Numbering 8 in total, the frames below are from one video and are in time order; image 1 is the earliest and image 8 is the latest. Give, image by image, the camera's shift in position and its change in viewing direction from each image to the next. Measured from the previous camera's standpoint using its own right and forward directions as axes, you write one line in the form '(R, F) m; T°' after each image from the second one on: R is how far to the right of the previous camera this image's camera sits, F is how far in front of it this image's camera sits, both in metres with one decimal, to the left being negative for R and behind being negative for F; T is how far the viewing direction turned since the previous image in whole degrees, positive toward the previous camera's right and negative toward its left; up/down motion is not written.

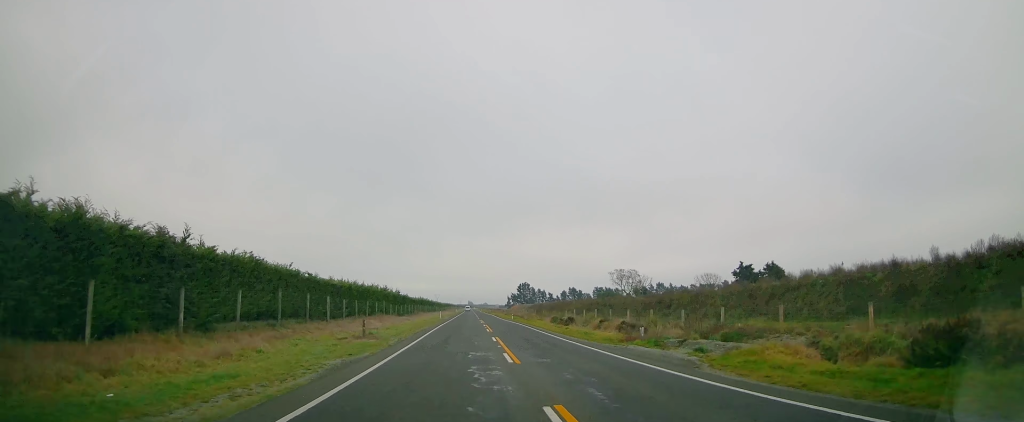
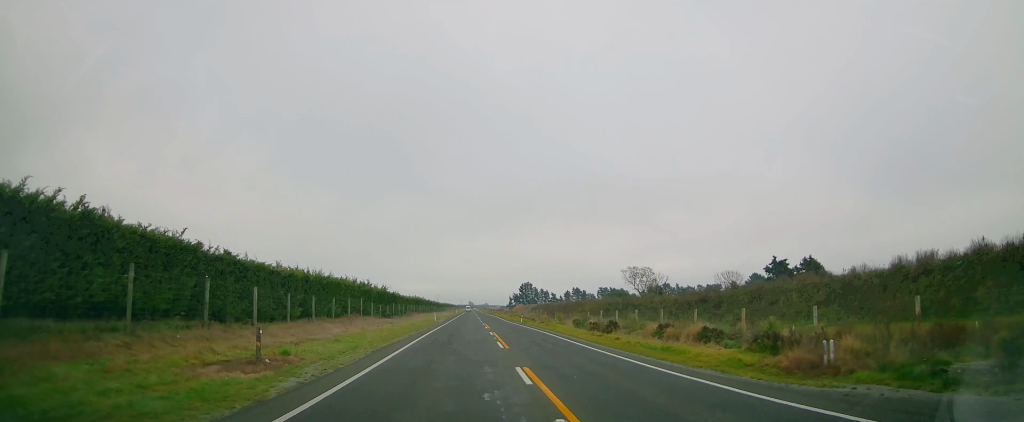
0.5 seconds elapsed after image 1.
(-0.2, +14.0) m; 0°
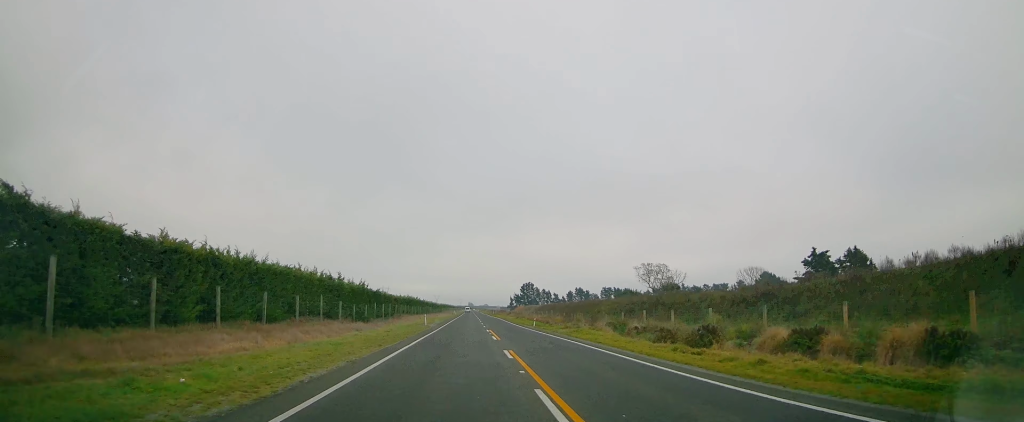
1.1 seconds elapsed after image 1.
(+0.1, +14.1) m; 0°
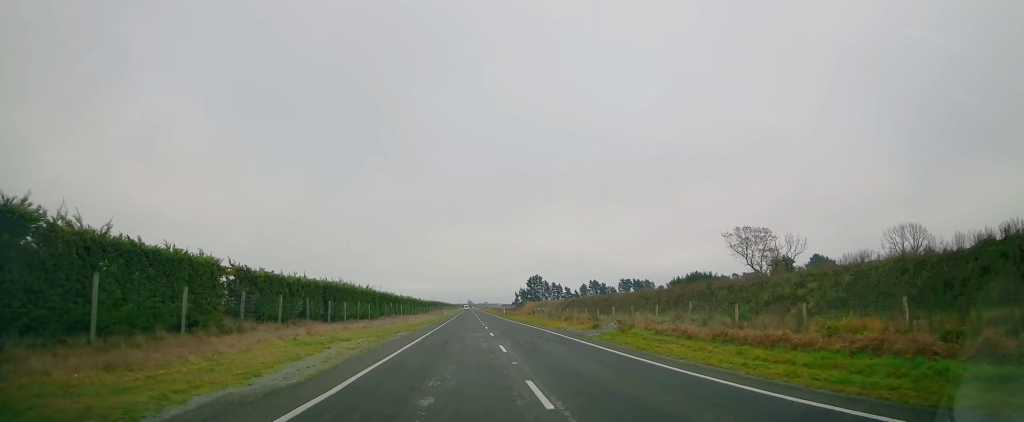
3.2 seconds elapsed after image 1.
(+0.4, +57.6) m; 0°
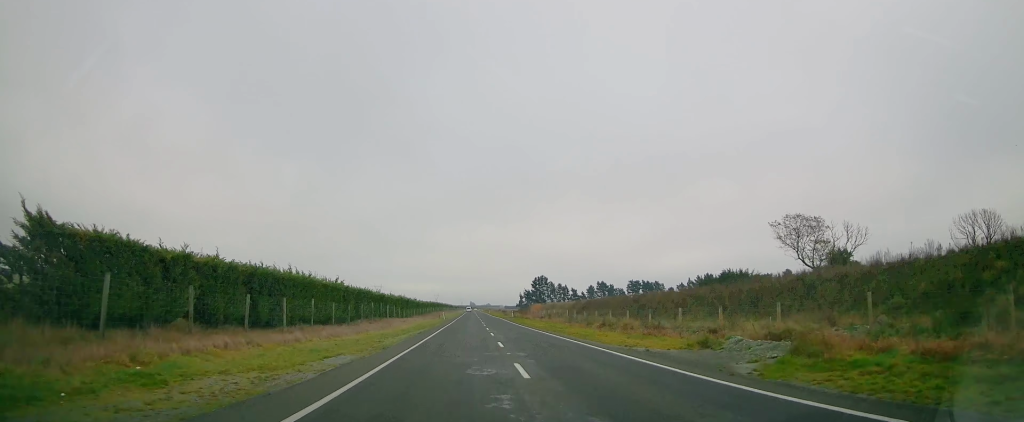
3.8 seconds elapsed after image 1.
(0.0, +15.9) m; 0°
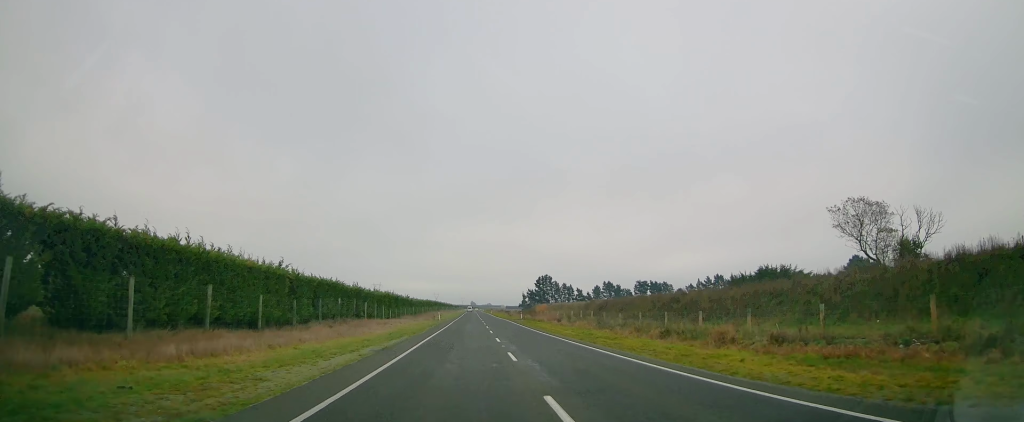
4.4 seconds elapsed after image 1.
(0.0, +15.0) m; 0°
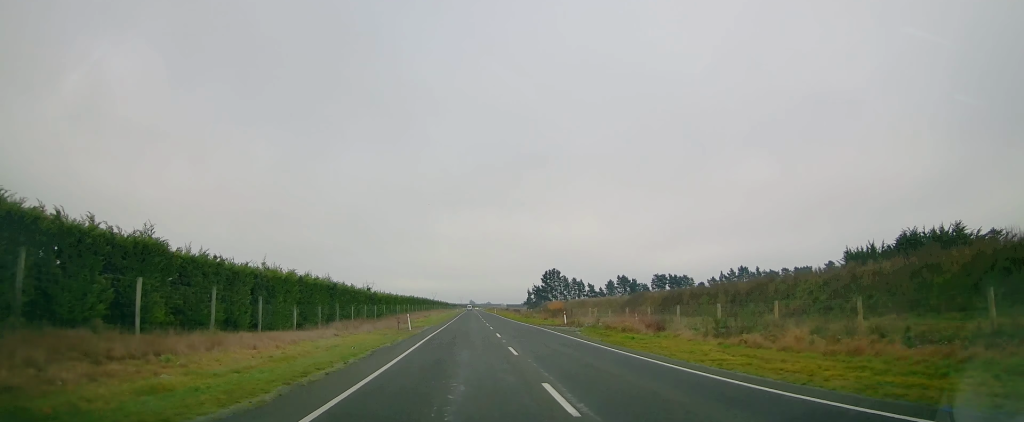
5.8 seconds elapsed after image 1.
(-0.2, +37.7) m; 0°
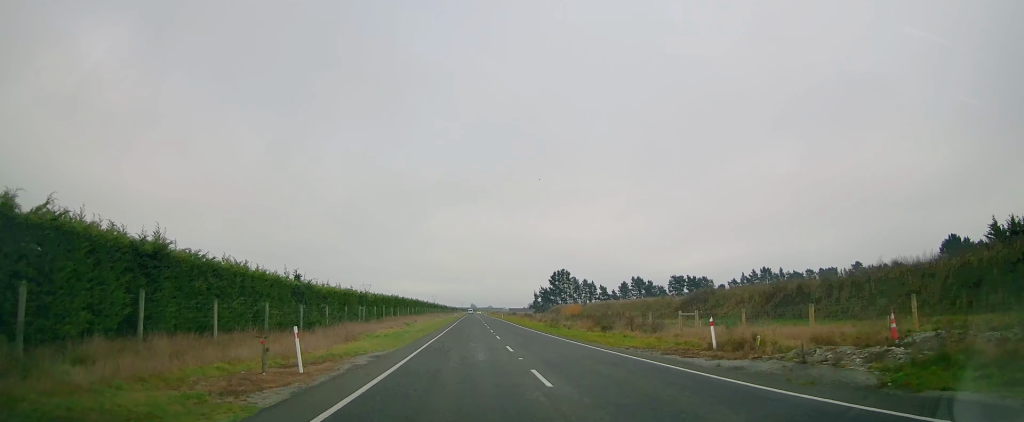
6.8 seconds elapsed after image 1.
(+0.2, +26.5) m; 0°
